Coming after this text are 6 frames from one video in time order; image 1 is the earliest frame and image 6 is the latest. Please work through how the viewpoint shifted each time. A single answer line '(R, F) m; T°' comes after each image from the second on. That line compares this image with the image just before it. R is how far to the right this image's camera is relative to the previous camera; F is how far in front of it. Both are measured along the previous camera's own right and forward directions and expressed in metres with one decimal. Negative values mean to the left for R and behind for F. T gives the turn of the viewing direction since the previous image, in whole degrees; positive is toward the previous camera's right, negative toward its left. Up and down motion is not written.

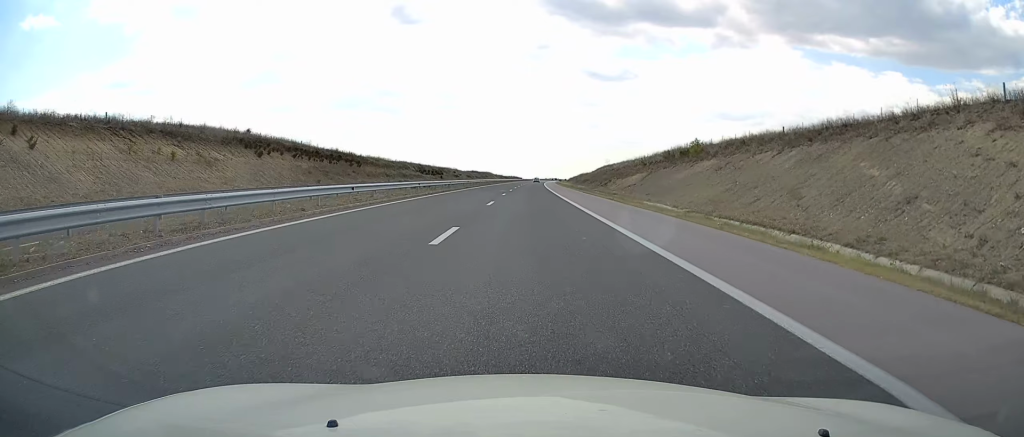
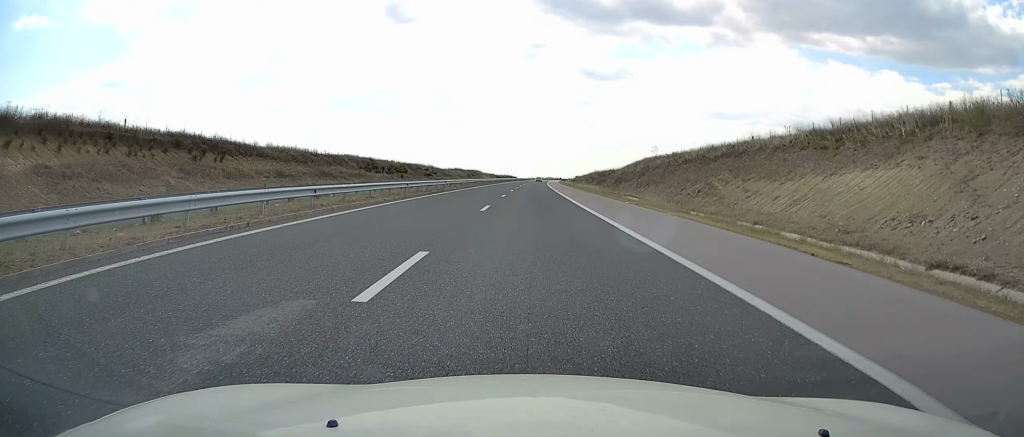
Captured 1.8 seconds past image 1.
(0.0, +52.7) m; 0°
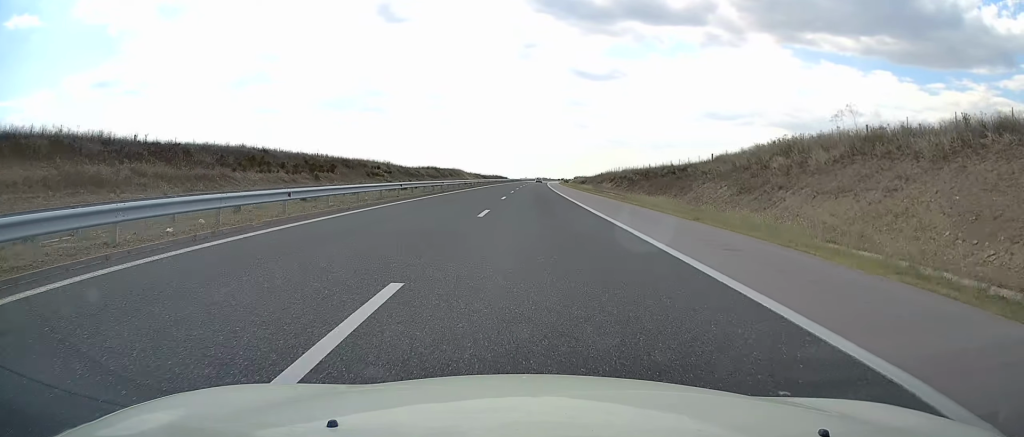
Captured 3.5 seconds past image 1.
(+0.5, +50.7) m; +1°
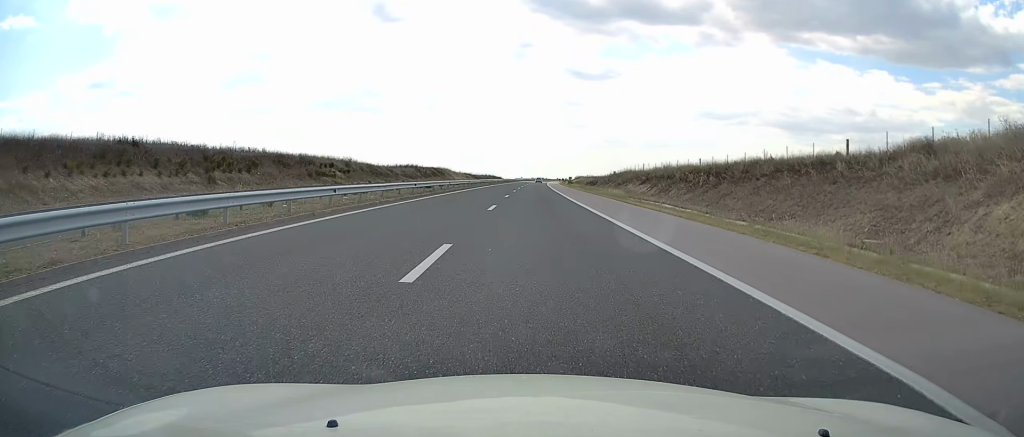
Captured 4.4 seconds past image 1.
(0.0, +27.8) m; 0°
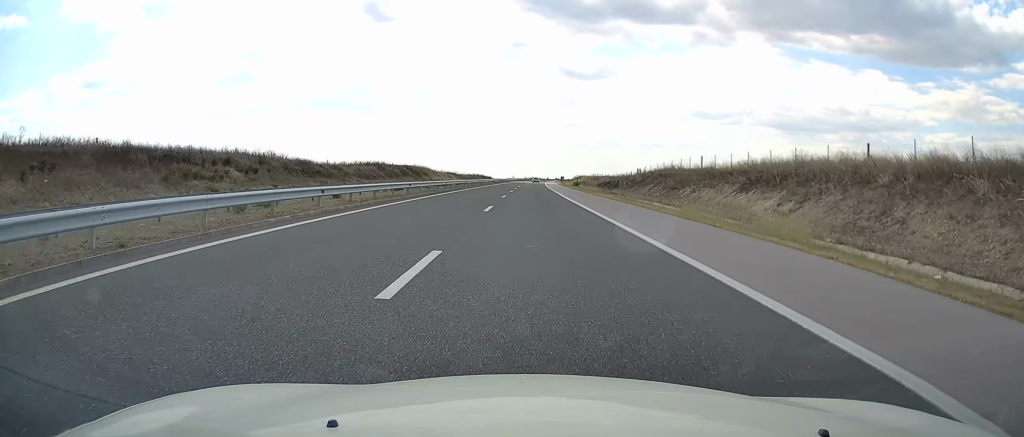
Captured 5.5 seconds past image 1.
(+0.2, +32.7) m; +1°
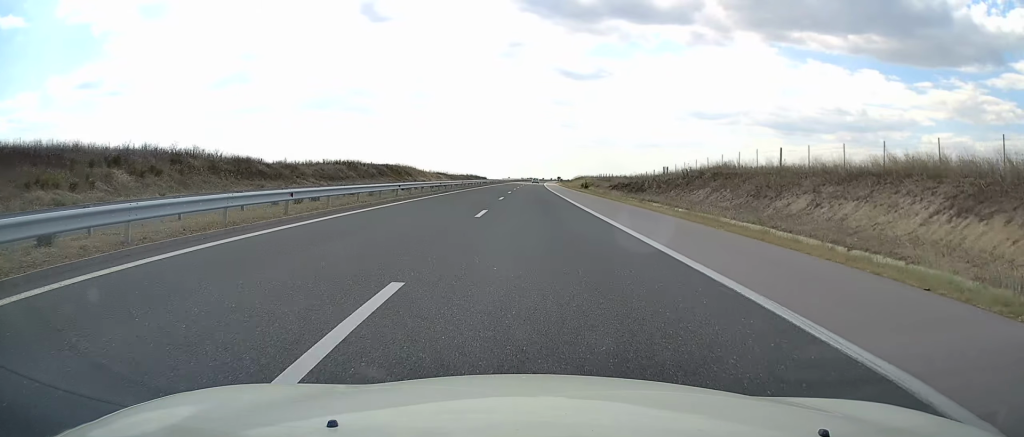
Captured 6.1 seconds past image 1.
(+0.3, +18.9) m; 0°
